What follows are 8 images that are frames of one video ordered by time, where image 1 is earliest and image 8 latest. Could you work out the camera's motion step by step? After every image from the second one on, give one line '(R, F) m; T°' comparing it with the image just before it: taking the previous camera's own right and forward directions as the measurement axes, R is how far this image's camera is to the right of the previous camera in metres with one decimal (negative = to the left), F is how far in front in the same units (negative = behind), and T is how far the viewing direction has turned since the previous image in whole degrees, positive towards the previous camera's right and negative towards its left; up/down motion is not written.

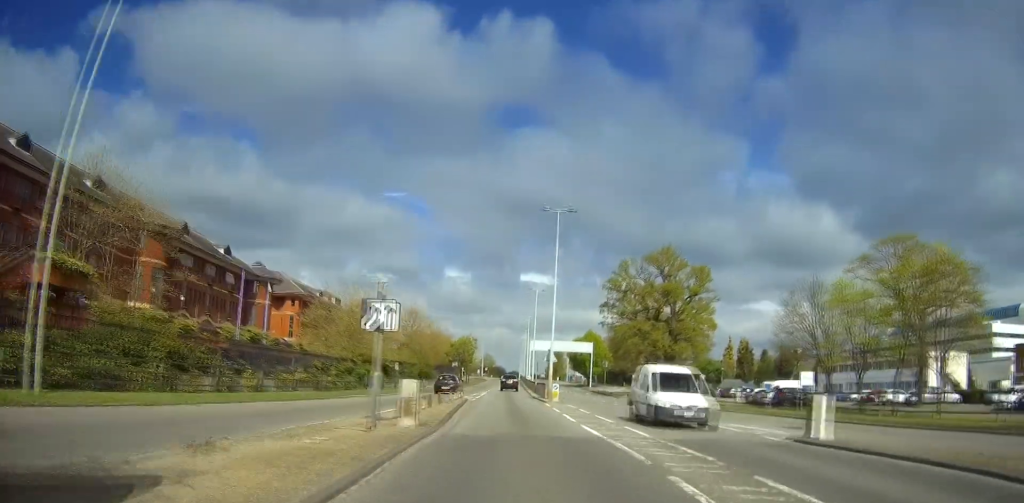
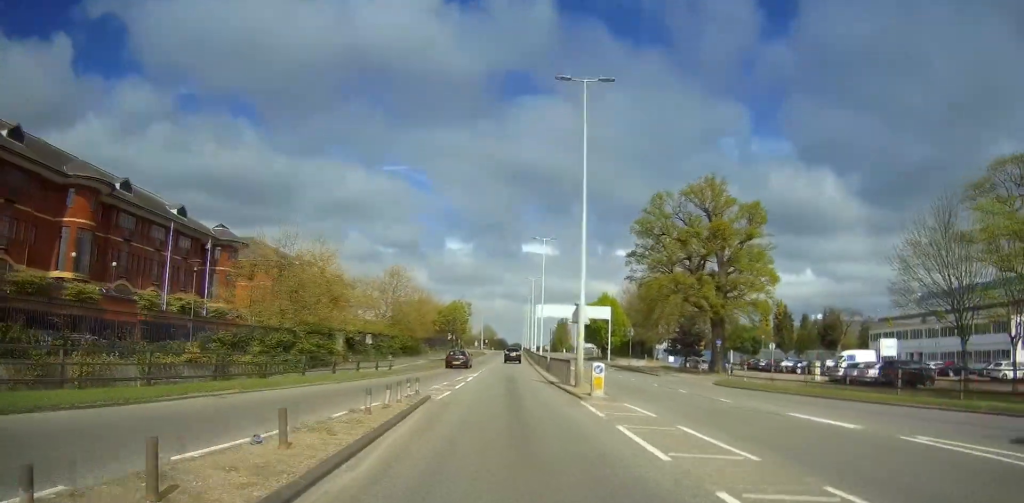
(0.0, +16.9) m; +1°
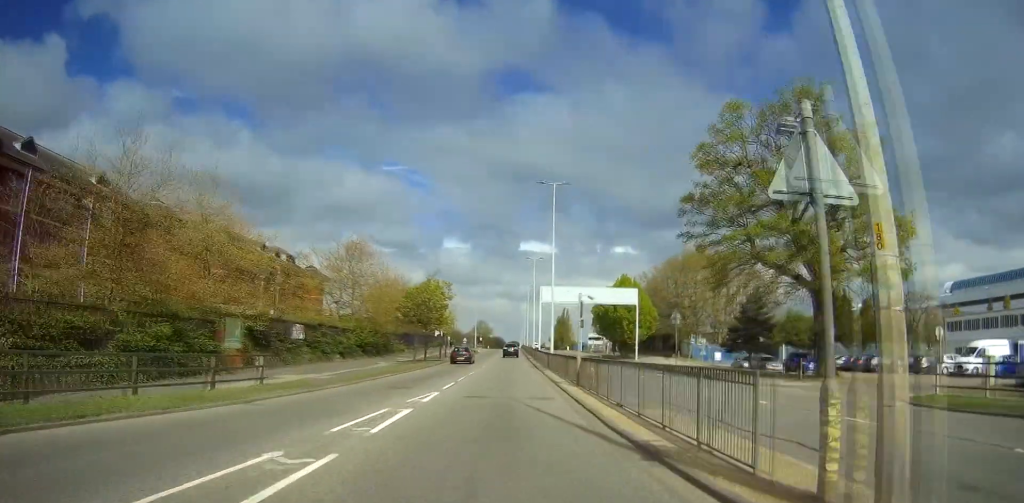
(+0.1, +21.1) m; 0°
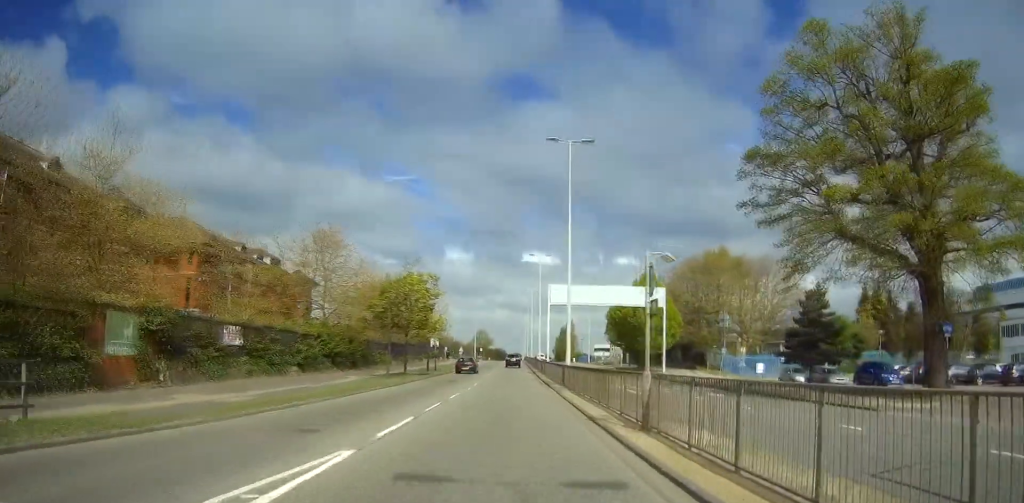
(0.0, +11.2) m; 0°
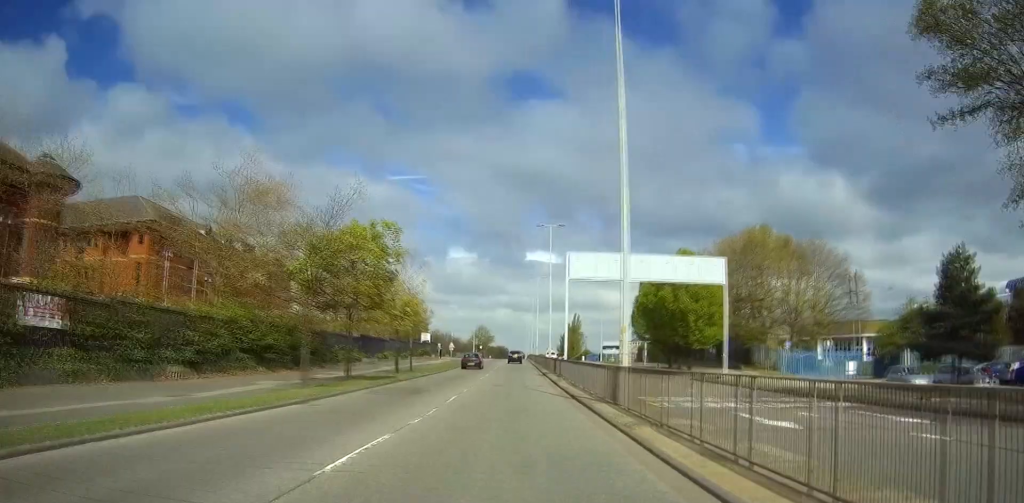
(-0.1, +15.7) m; 0°
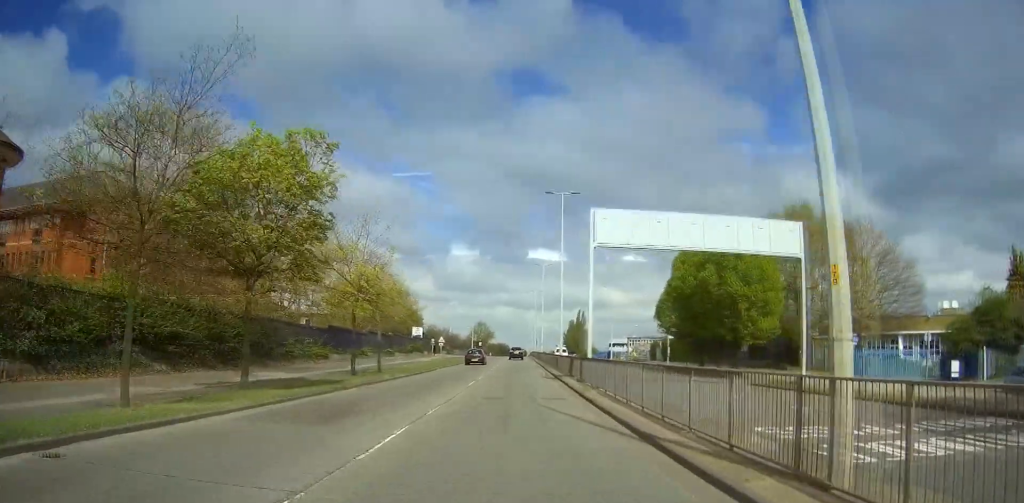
(0.0, +11.1) m; 0°
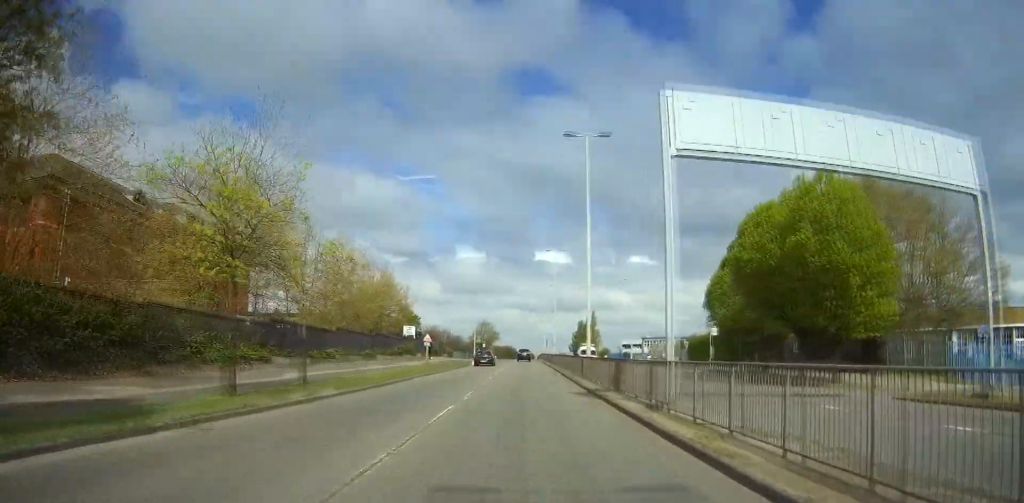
(0.0, +13.2) m; 0°
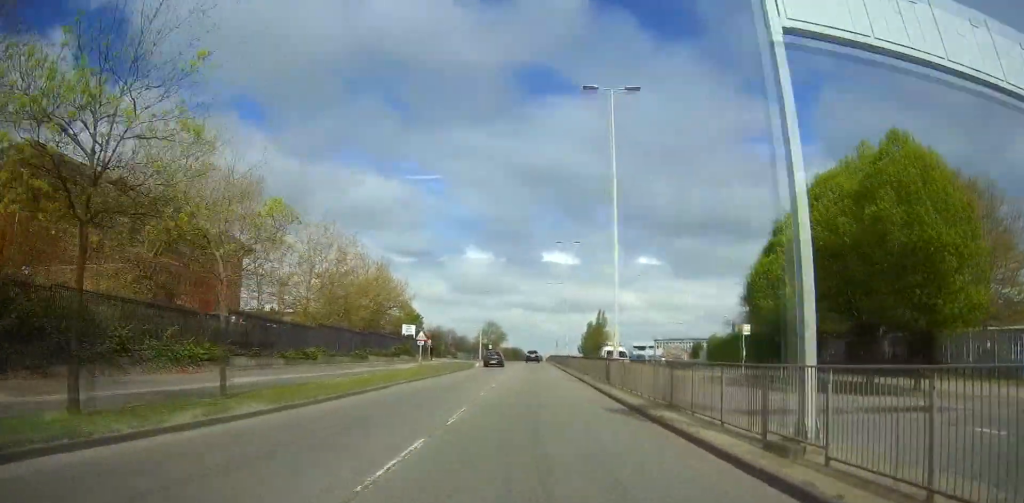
(0.0, +6.4) m; -1°
